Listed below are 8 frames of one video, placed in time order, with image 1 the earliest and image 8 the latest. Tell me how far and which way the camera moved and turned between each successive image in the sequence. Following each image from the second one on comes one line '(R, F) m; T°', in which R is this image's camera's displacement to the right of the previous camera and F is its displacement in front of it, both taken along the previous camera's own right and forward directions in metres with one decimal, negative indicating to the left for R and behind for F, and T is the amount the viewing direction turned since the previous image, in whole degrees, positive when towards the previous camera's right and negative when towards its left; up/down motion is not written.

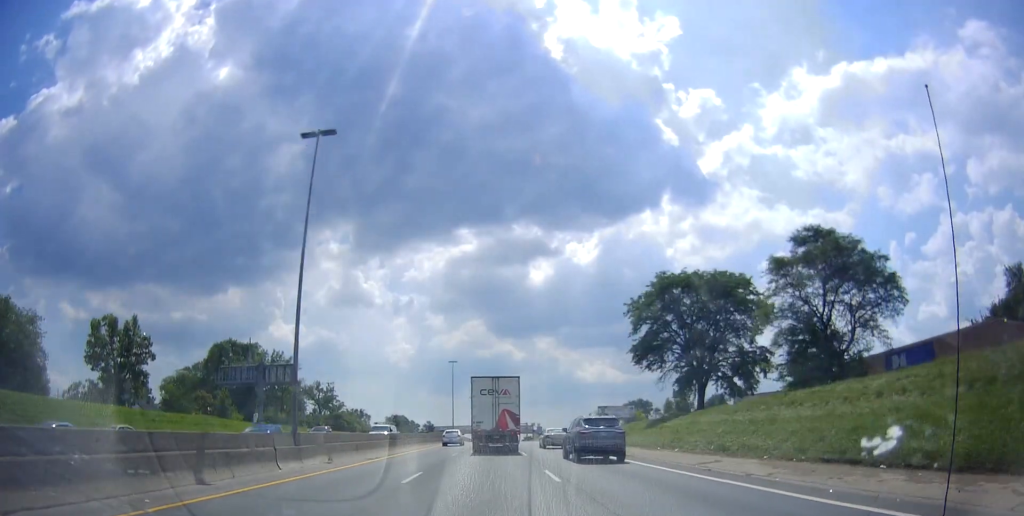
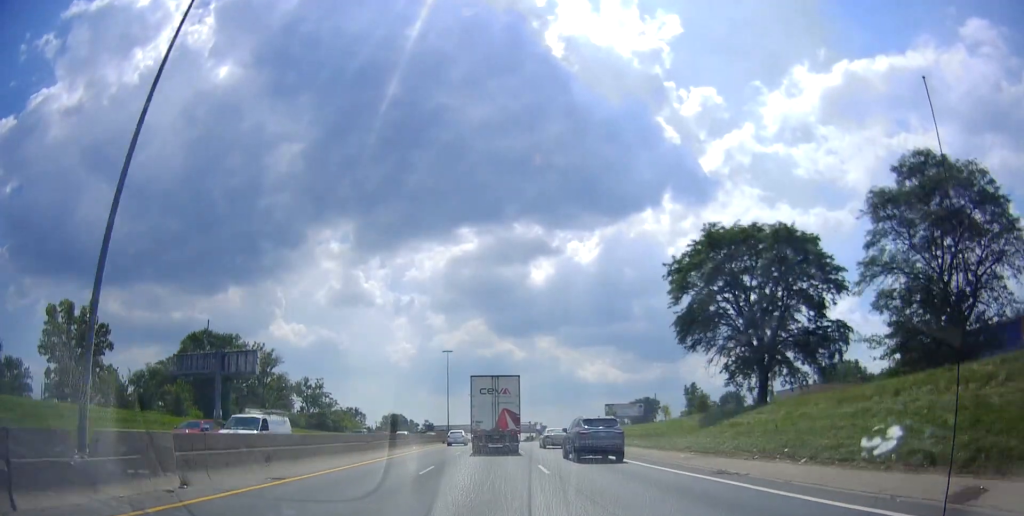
(+0.5, +12.6) m; 0°
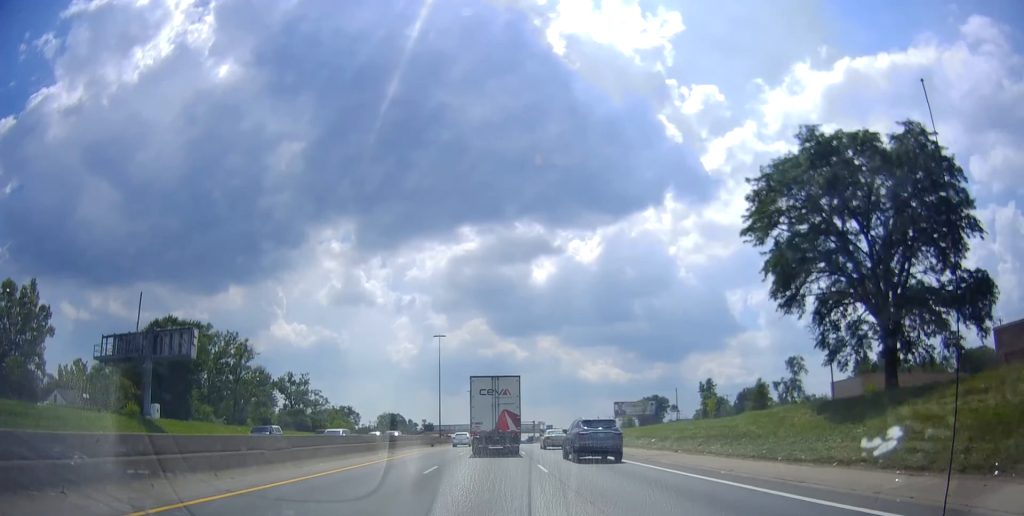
(0.0, +14.7) m; 0°
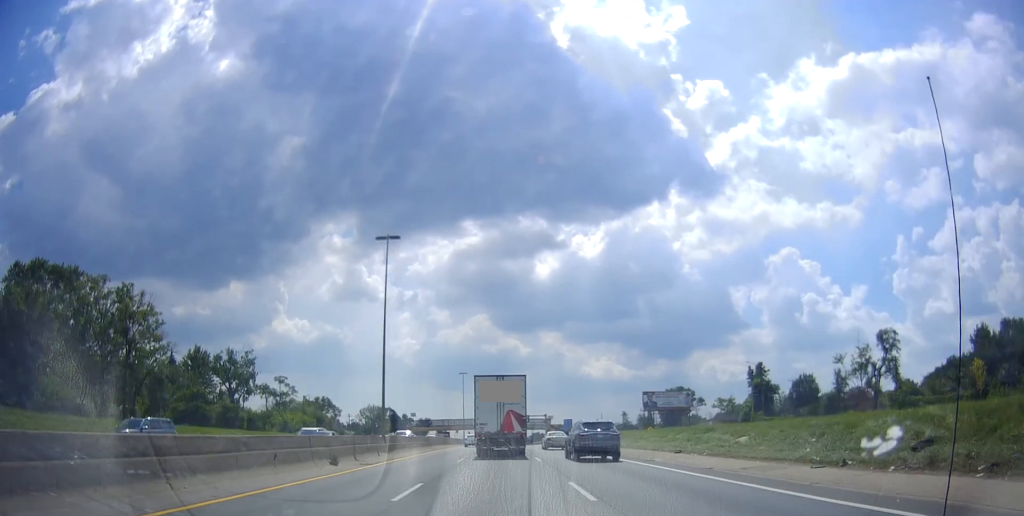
(+0.4, +38.0) m; +2°
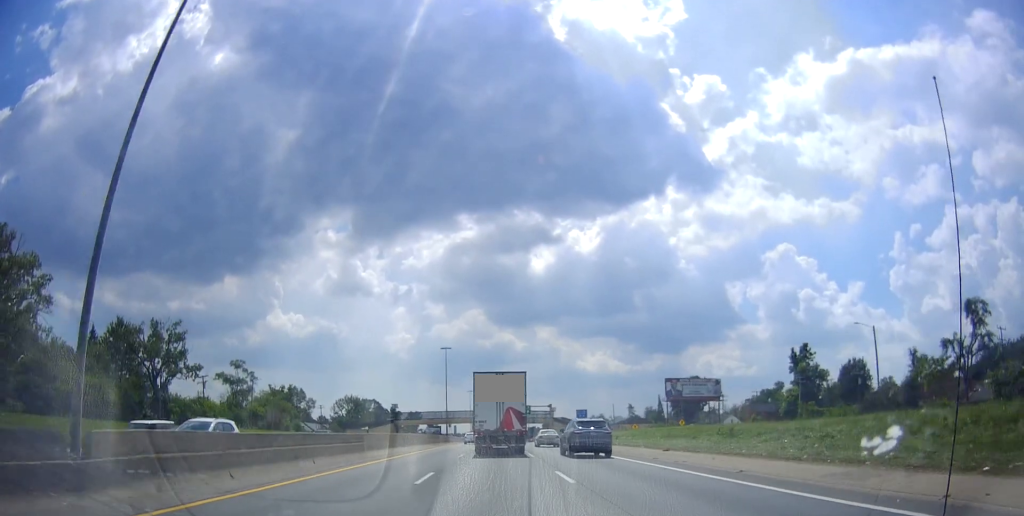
(0.0, +27.4) m; 0°
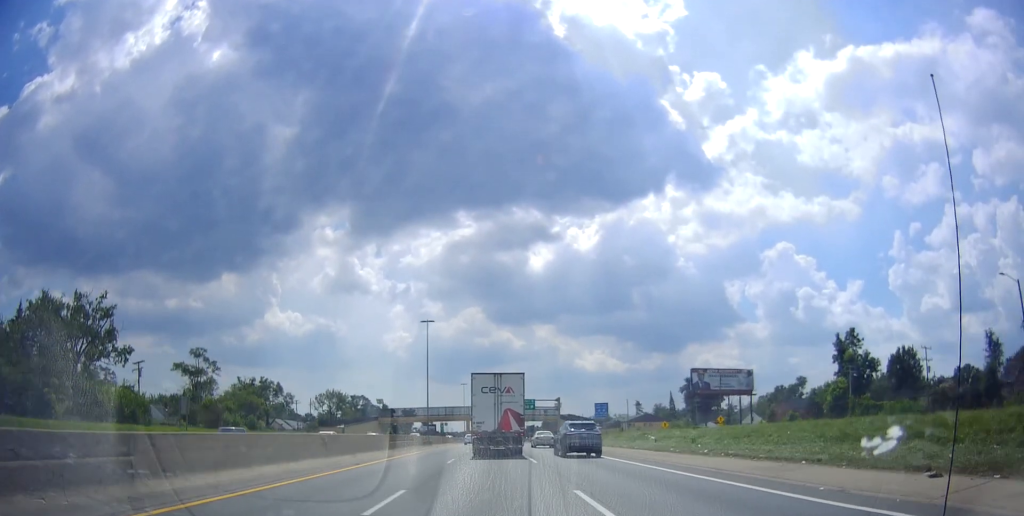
(0.0, +20.6) m; 0°
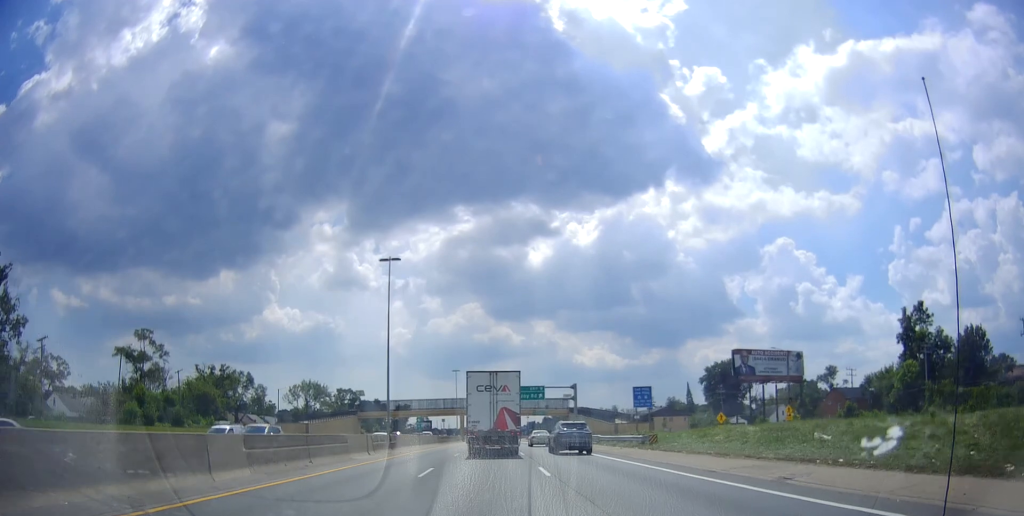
(0.0, +22.9) m; 0°
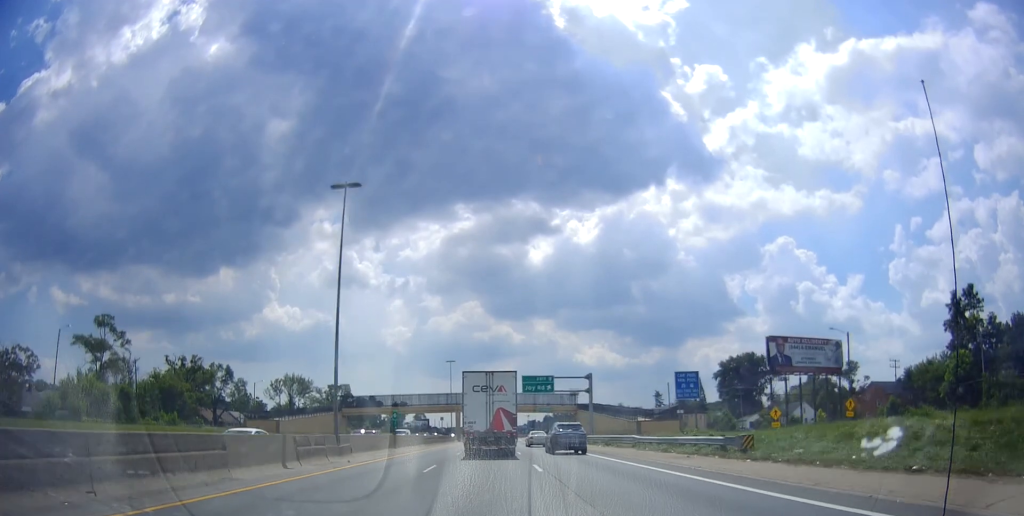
(0.0, +13.6) m; 0°
